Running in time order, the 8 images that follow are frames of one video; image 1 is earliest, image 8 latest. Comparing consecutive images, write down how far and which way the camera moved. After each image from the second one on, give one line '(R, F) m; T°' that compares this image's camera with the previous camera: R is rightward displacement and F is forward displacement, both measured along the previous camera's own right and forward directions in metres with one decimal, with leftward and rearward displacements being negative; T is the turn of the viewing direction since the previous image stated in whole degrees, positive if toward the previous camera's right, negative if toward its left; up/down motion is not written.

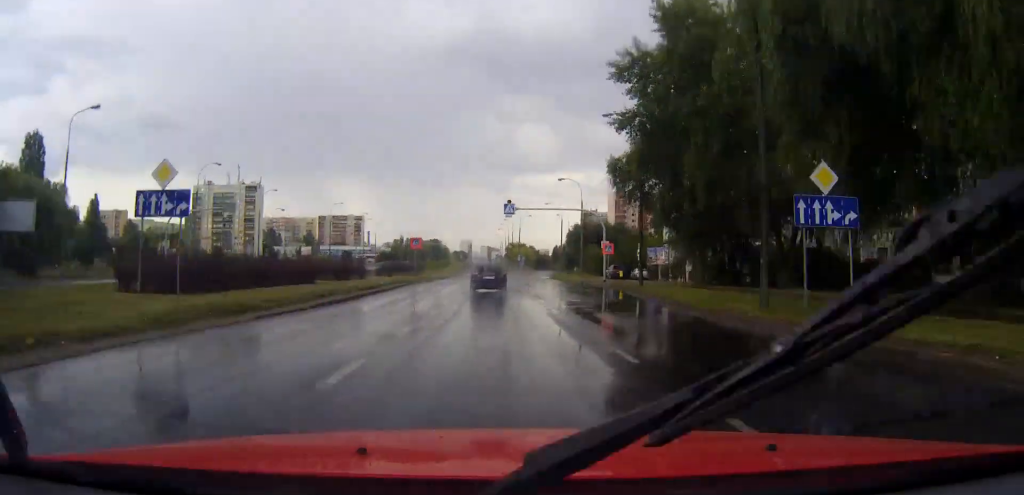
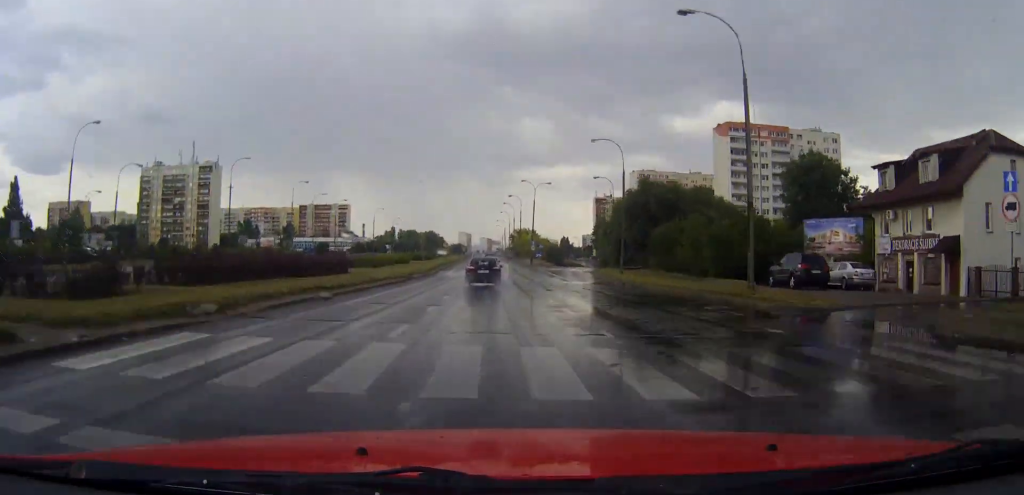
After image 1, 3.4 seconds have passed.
(-0.3, +56.2) m; 0°
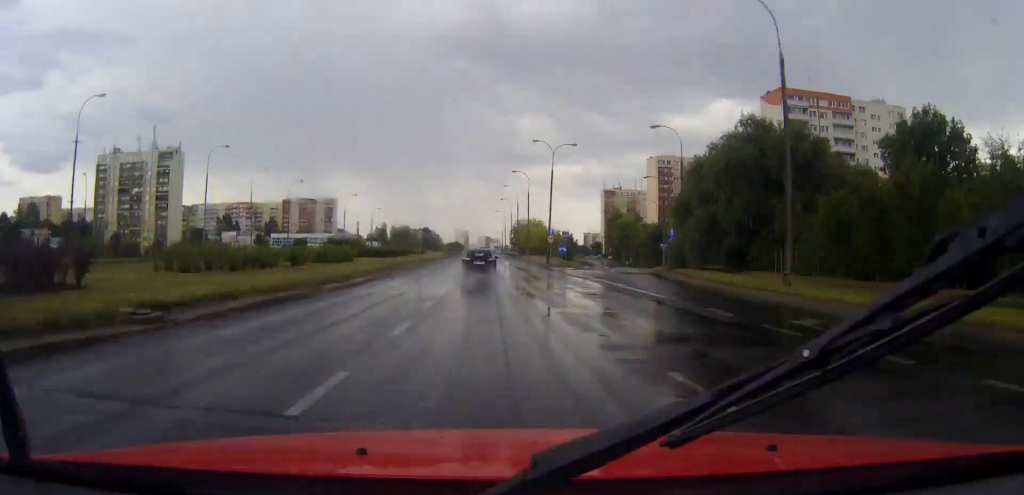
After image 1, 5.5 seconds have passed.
(+0.1, +35.5) m; 0°
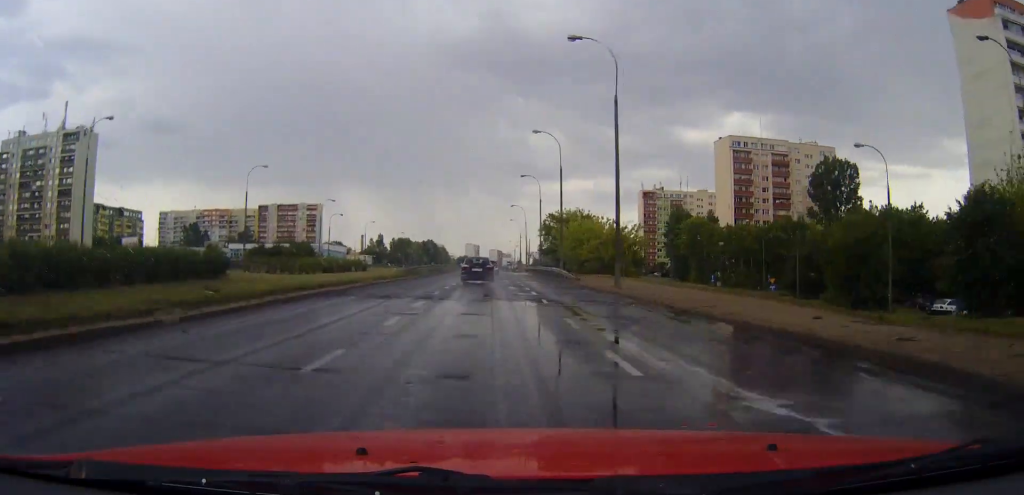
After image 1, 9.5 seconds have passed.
(-0.1, +68.8) m; 0°
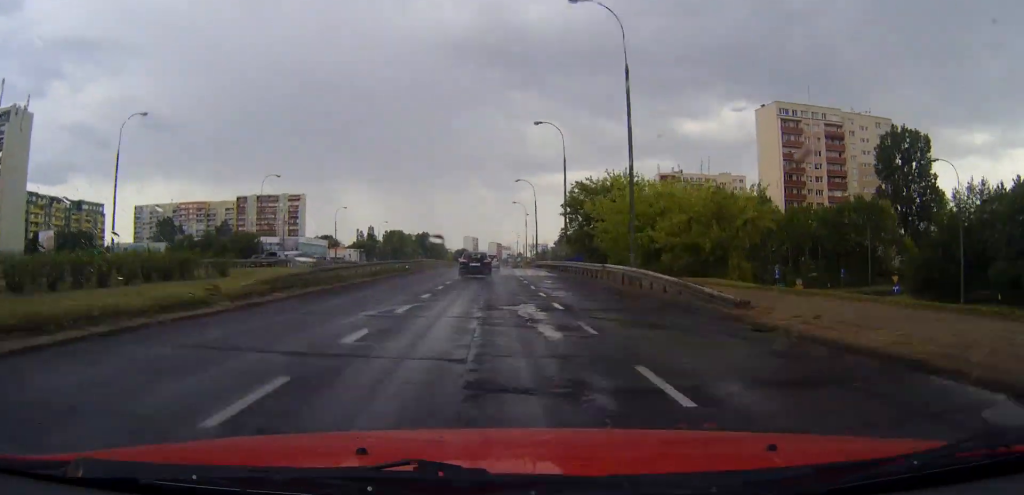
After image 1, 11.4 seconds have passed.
(-0.1, +33.0) m; 0°
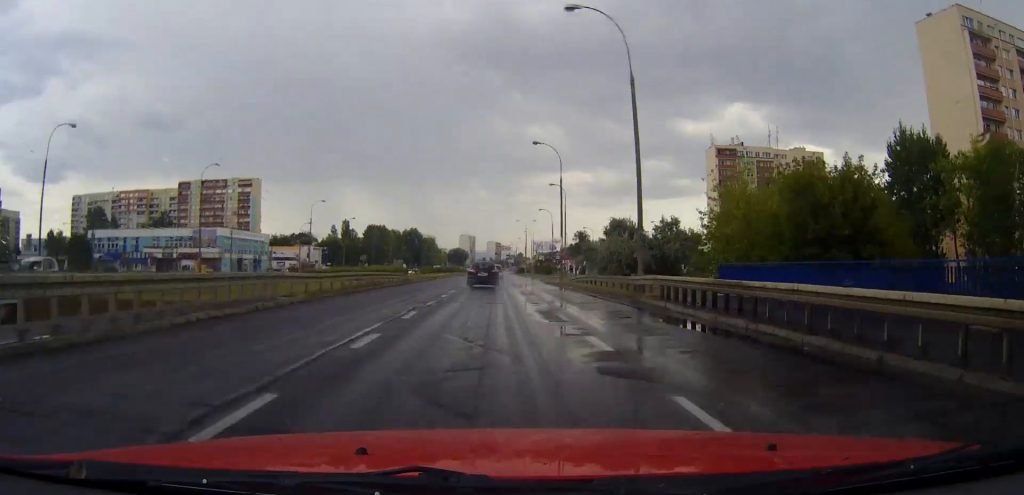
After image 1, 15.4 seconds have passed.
(0.0, +69.9) m; 0°
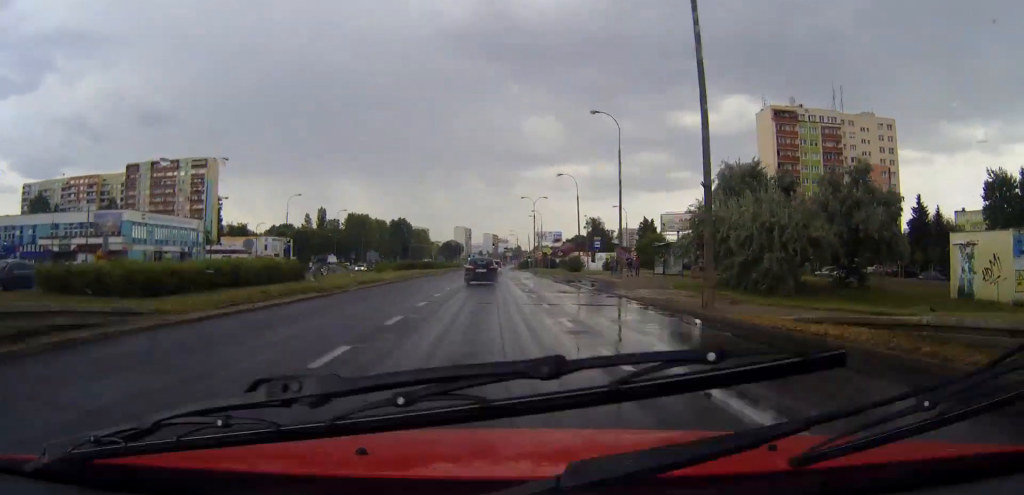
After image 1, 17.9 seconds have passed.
(+0.1, +43.5) m; 0°
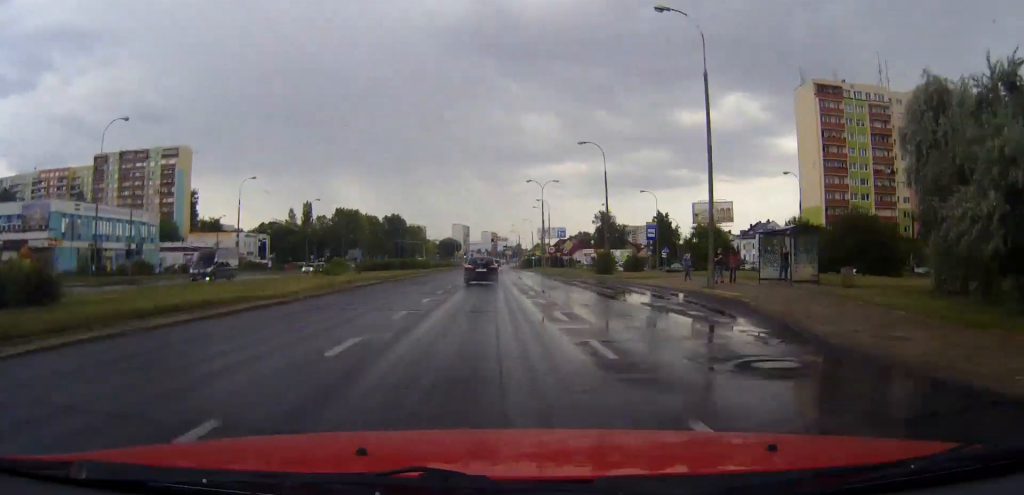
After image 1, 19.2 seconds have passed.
(0.0, +22.6) m; 0°
